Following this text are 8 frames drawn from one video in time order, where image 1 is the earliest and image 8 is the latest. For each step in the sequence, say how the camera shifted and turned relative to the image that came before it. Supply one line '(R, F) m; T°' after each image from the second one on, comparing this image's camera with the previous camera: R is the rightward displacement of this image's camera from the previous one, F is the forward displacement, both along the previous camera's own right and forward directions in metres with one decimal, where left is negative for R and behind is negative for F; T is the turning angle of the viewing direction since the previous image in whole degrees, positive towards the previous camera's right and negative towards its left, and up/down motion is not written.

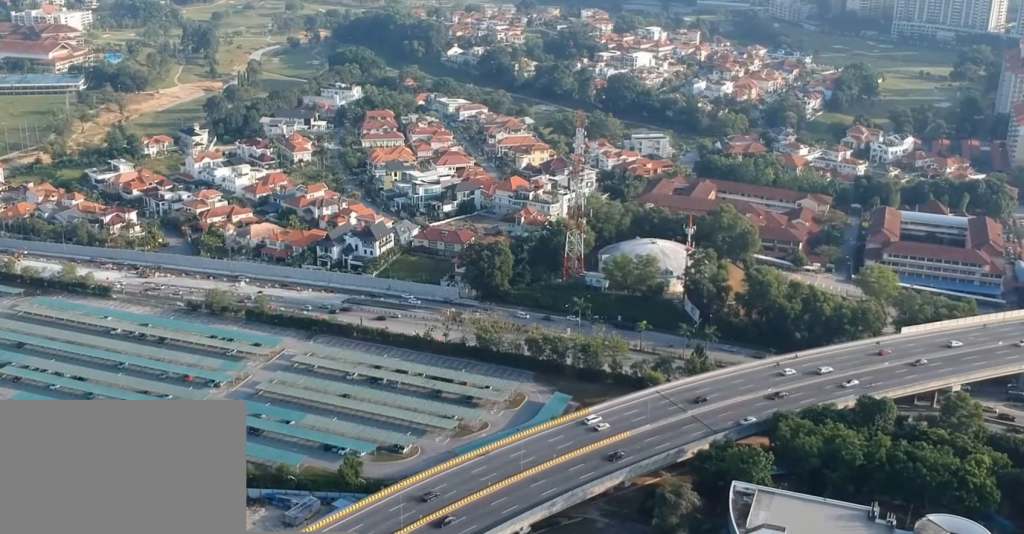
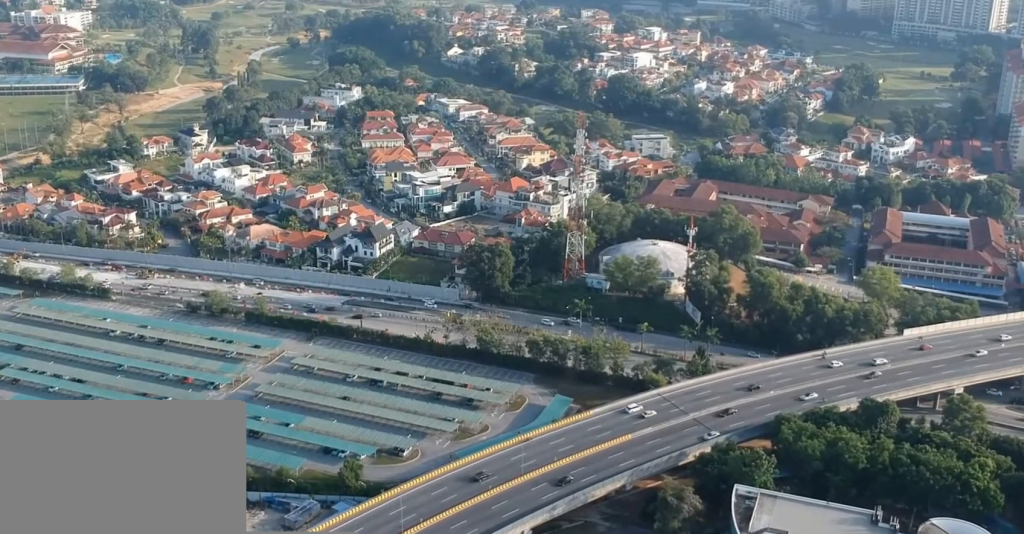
(0.0, +1.7) m; +1°
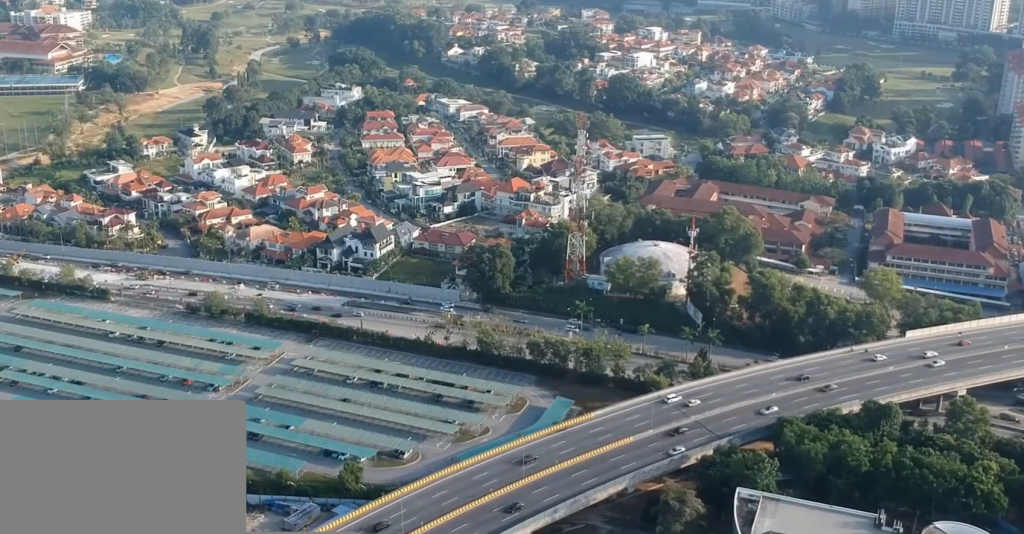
(0.0, +1.6) m; +1°
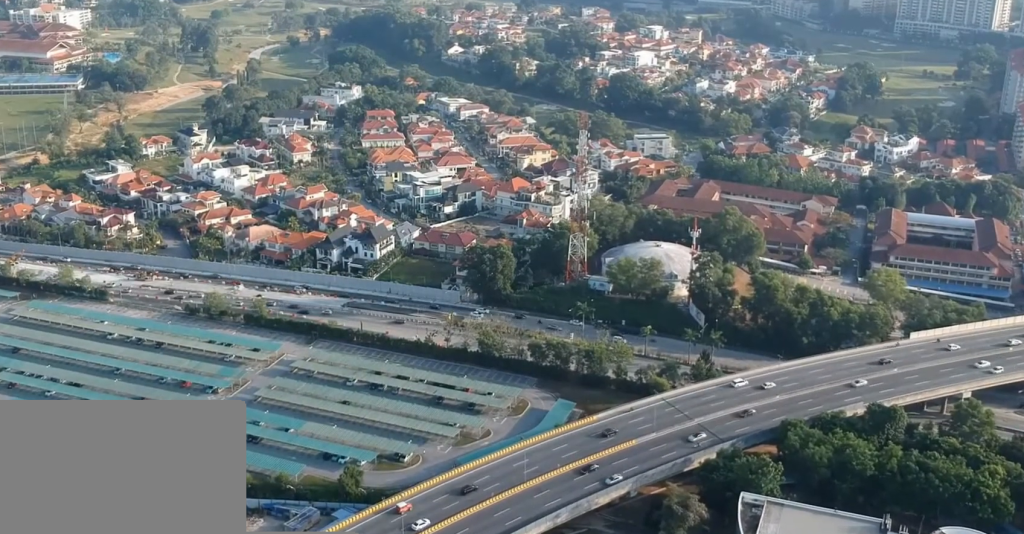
(0.0, +2.9) m; +1°
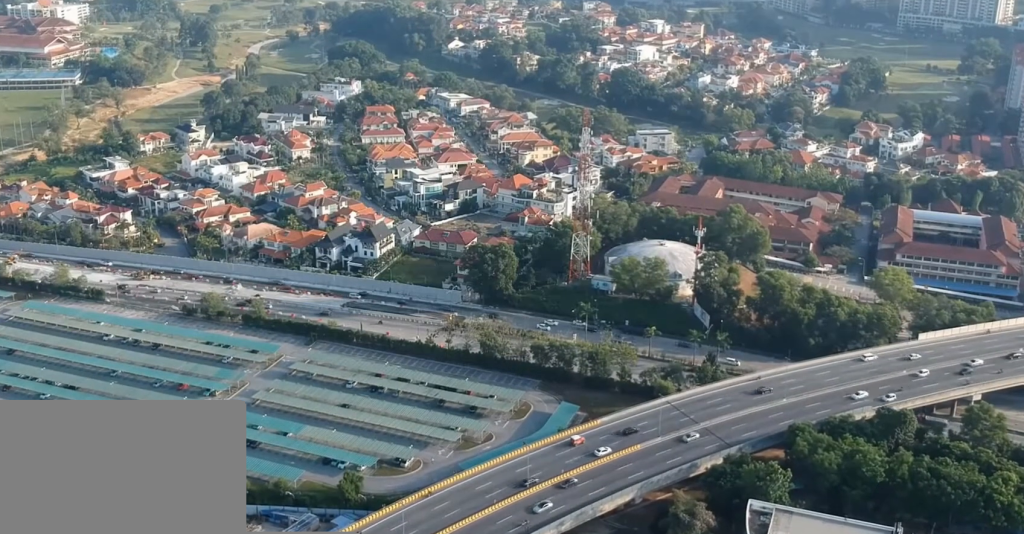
(0.0, +5.6) m; +2°
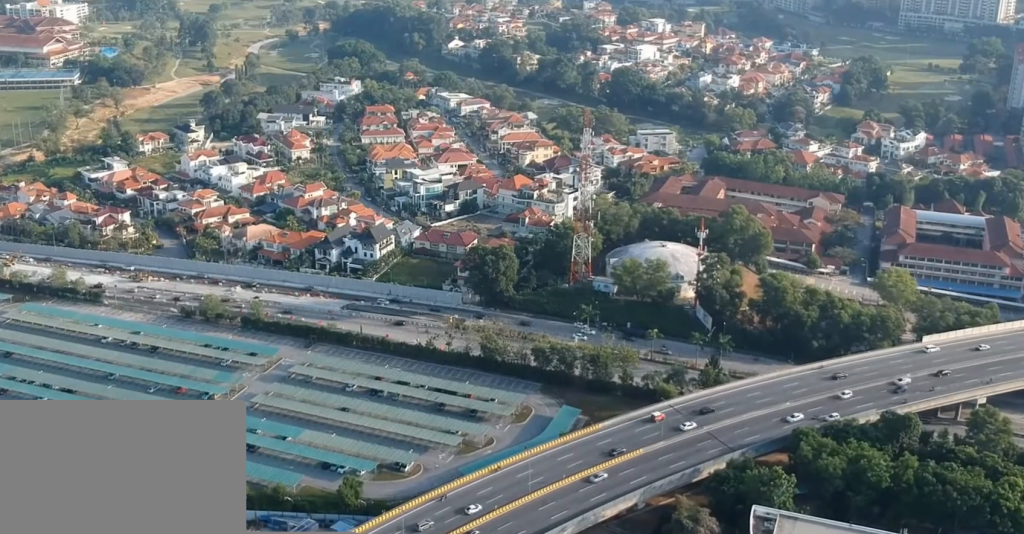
(+0.1, +2.7) m; +2°
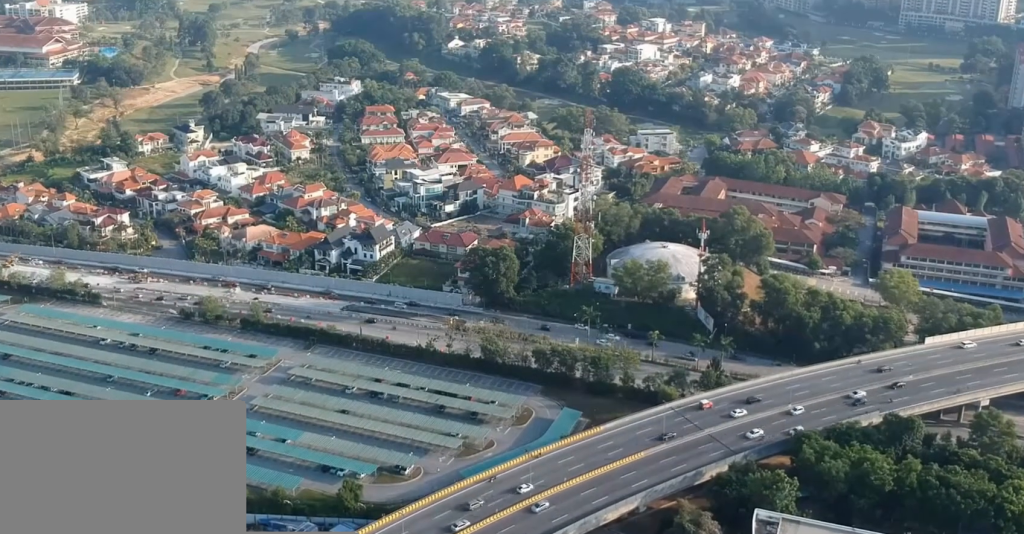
(+0.1, +1.6) m; -1°
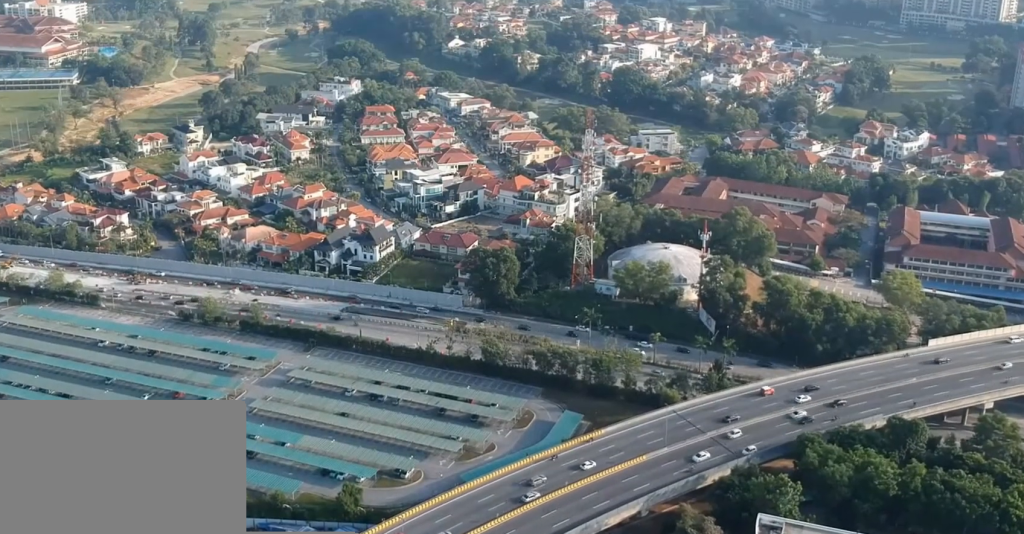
(-0.1, +2.1) m; -2°
